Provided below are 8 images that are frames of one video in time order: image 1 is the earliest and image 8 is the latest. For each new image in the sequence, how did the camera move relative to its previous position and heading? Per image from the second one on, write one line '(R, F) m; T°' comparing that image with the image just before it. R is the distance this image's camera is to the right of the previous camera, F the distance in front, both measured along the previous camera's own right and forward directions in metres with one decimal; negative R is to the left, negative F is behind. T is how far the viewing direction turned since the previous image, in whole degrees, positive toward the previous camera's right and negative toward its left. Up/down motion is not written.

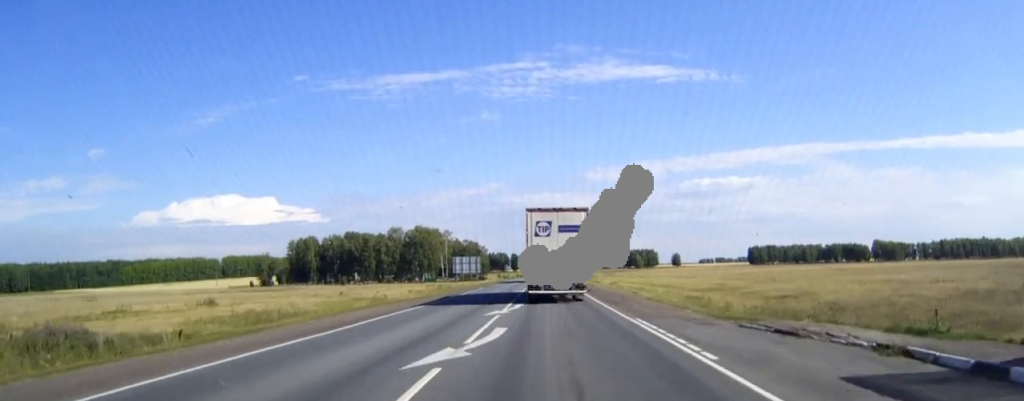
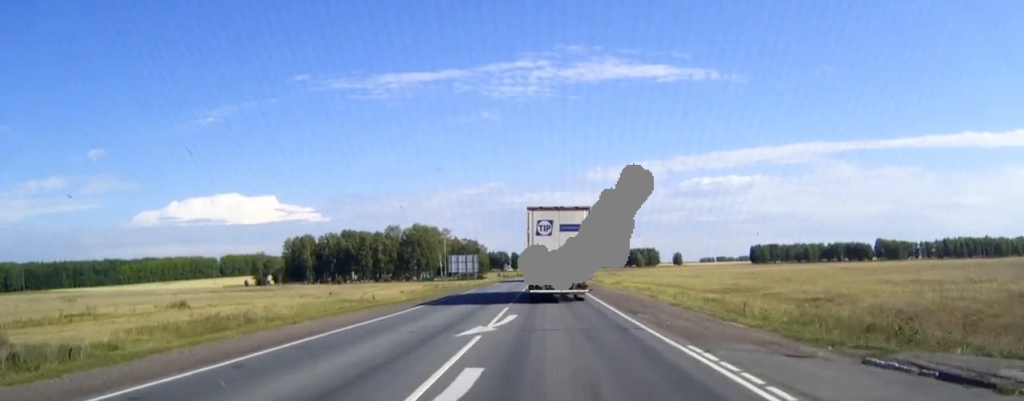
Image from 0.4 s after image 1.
(0.0, +7.1) m; 0°
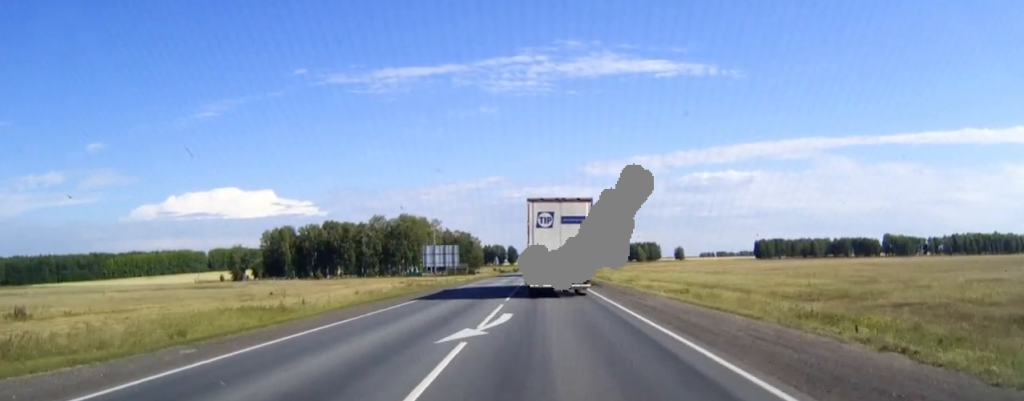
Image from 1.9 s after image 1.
(0.0, +26.7) m; 0°
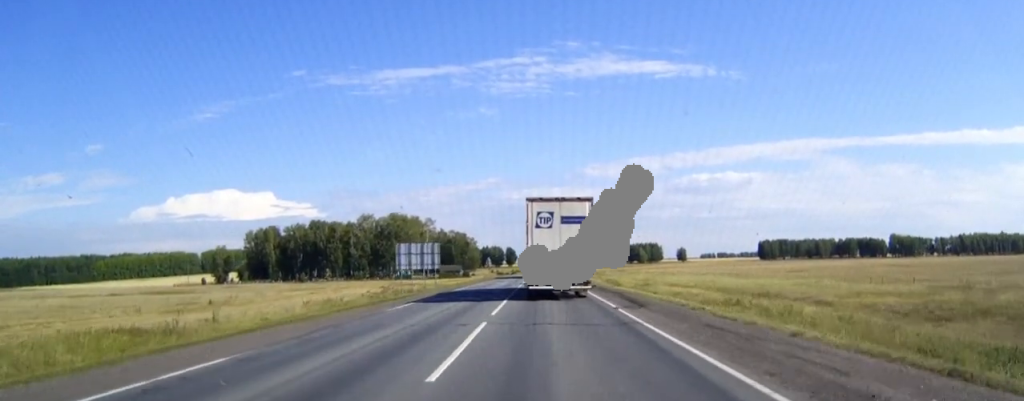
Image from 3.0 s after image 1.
(0.0, +19.0) m; 0°
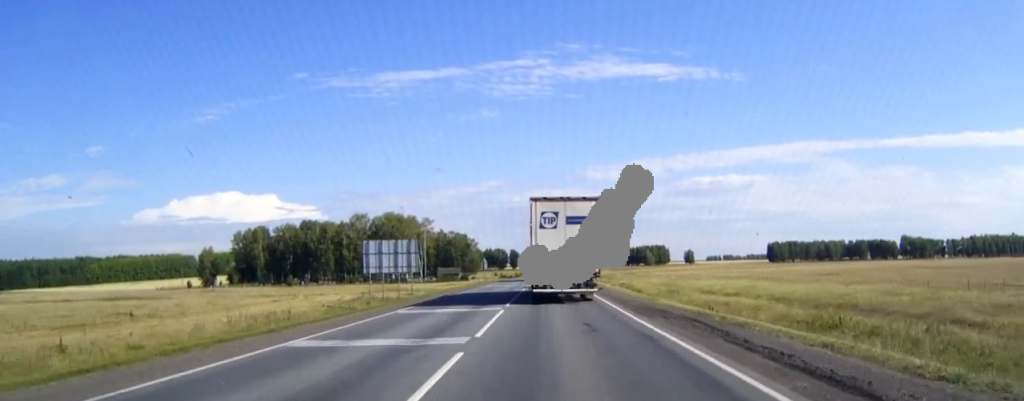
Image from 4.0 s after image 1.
(0.0, +17.9) m; 0°
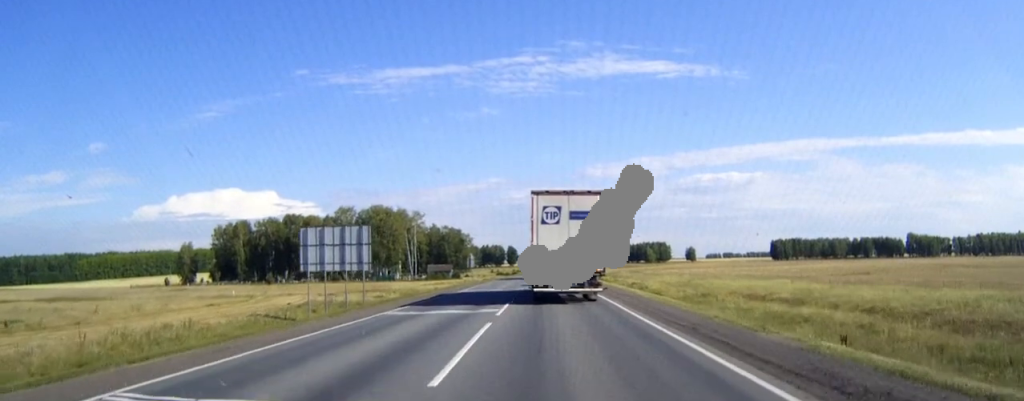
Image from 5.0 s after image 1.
(0.0, +18.2) m; 0°
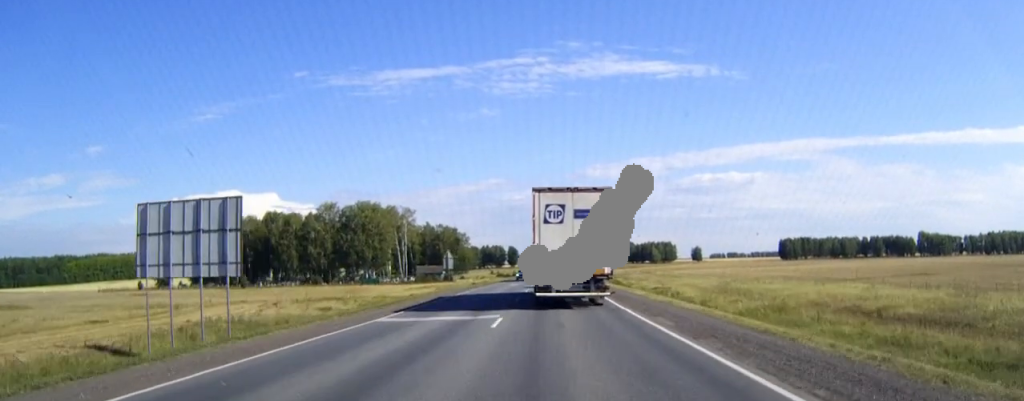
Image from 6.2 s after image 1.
(0.0, +22.6) m; 0°
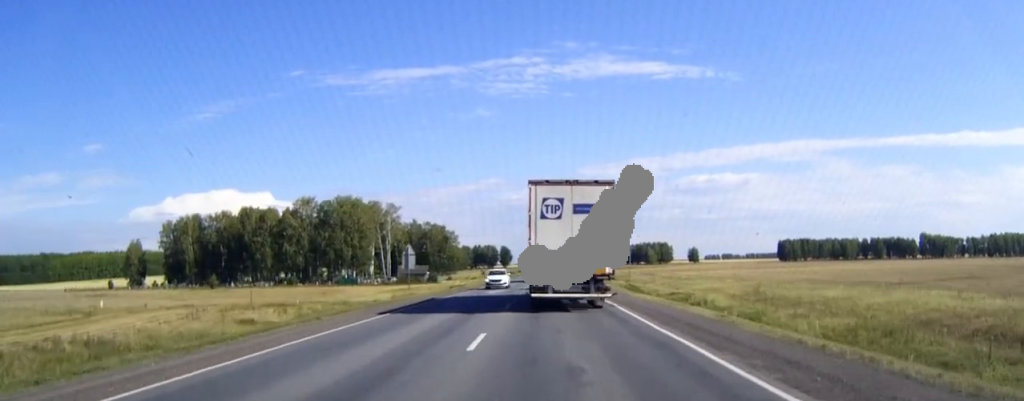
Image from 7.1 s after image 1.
(0.0, +16.9) m; 0°
